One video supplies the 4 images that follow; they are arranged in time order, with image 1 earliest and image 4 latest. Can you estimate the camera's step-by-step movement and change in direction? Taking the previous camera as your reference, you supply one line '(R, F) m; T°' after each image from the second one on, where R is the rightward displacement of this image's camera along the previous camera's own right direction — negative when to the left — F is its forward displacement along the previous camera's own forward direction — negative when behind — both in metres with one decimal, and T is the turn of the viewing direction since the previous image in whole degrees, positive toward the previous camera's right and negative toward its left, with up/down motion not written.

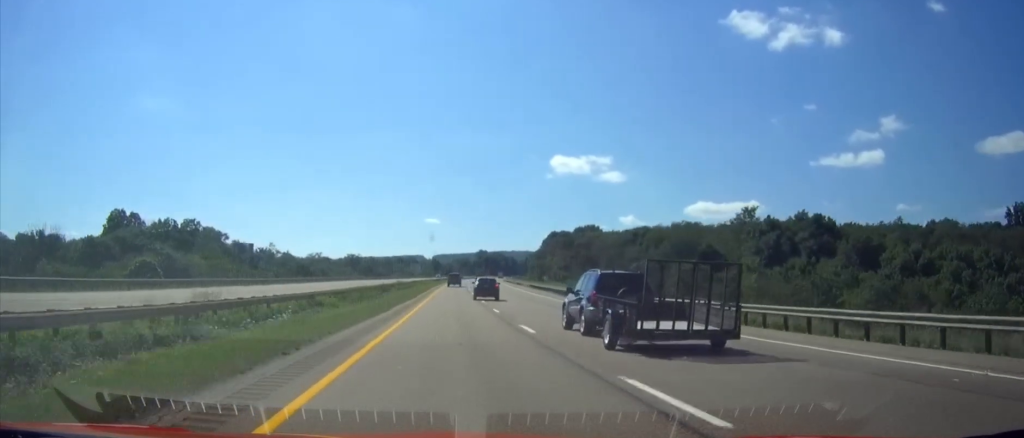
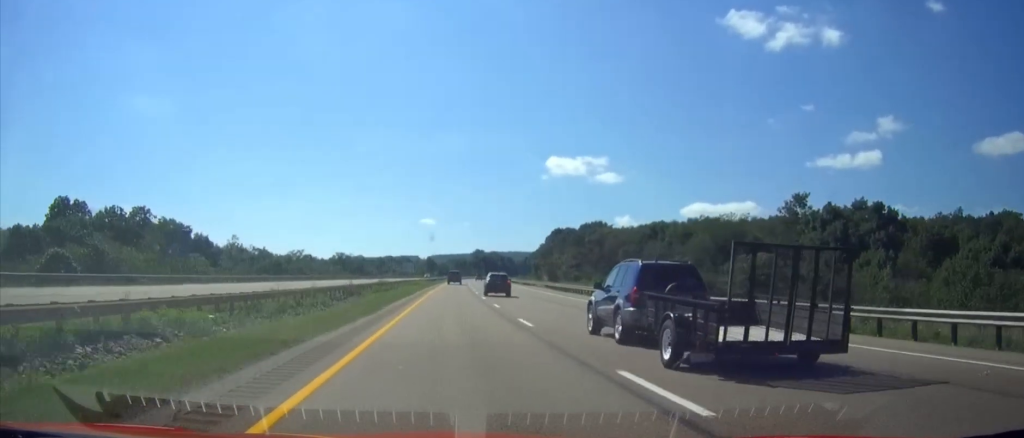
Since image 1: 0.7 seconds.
(0.0, +22.8) m; 0°
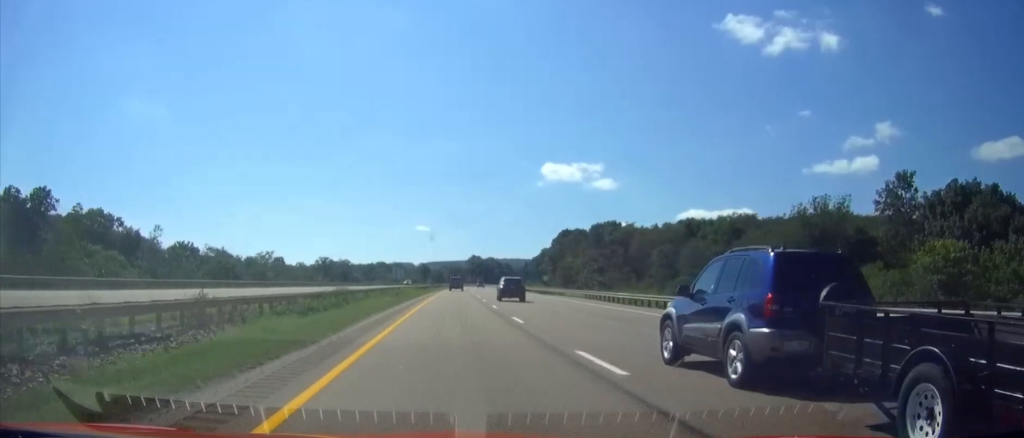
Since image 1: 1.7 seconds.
(0.0, +31.6) m; 0°
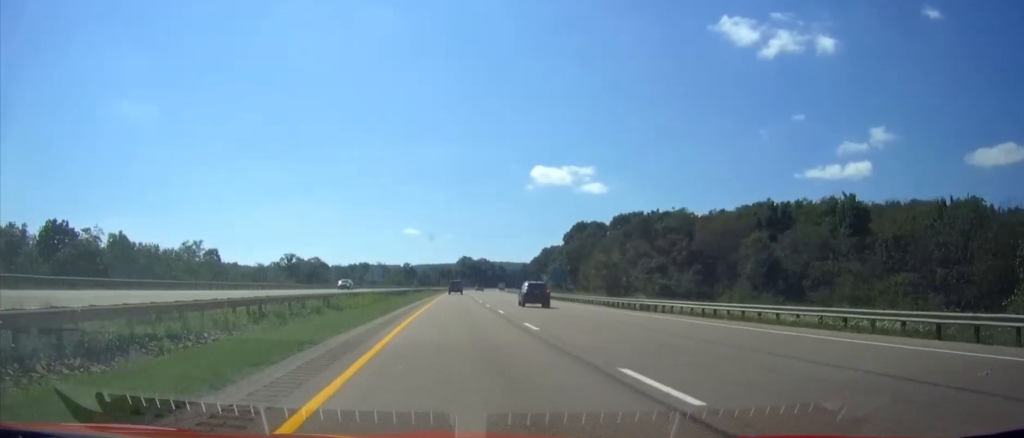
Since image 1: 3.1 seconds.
(0.0, +48.0) m; 0°
